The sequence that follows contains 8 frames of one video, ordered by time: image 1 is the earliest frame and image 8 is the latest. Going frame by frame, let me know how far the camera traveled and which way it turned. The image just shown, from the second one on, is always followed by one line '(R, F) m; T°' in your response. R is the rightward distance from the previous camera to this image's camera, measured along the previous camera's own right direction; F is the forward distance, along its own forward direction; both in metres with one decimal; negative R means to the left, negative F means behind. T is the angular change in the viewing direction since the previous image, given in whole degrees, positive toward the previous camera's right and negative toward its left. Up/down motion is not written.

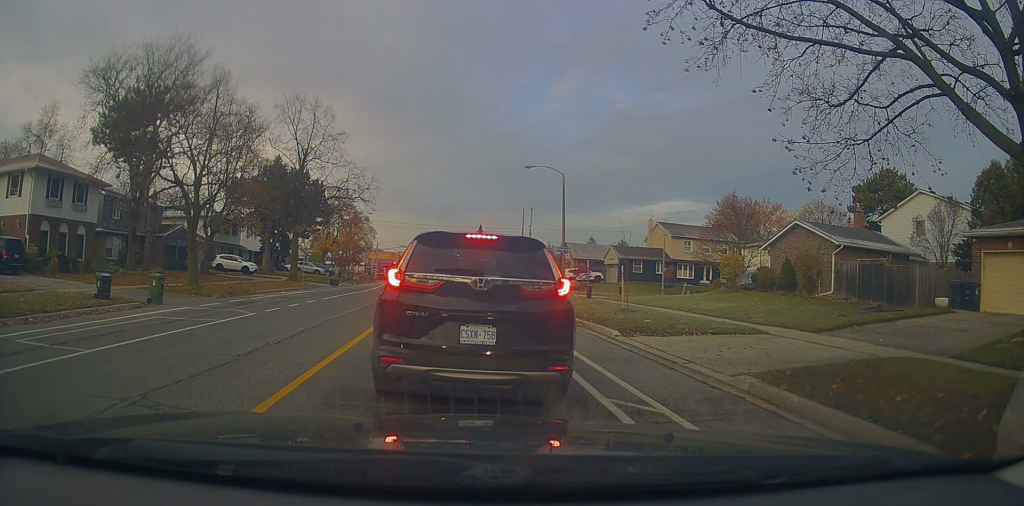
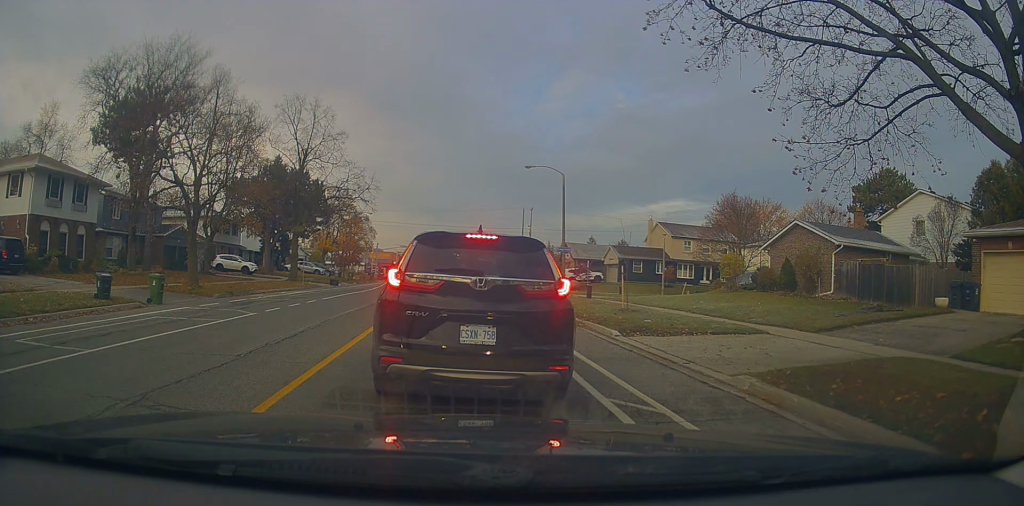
(0.0, 0.0) m; 0°
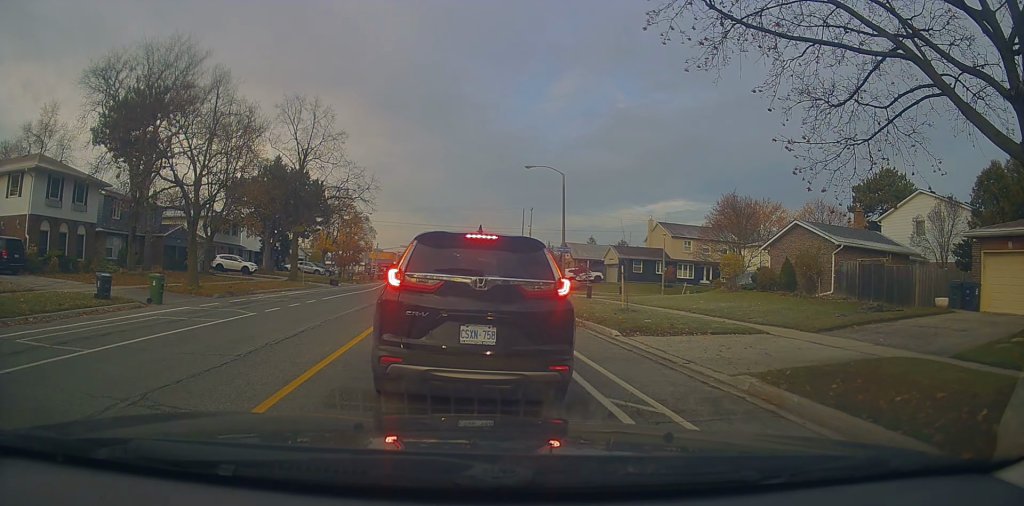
(0.0, 0.0) m; 0°
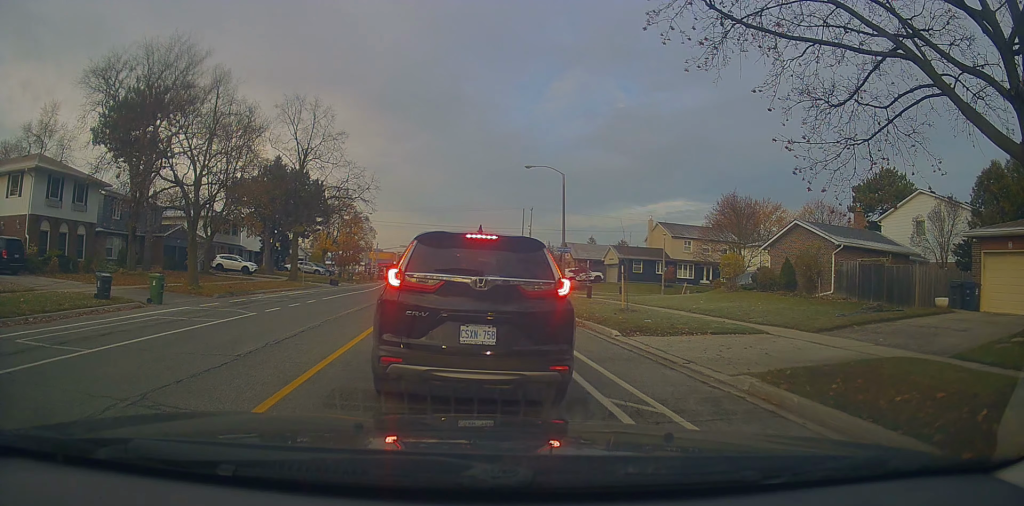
(0.0, 0.0) m; 0°
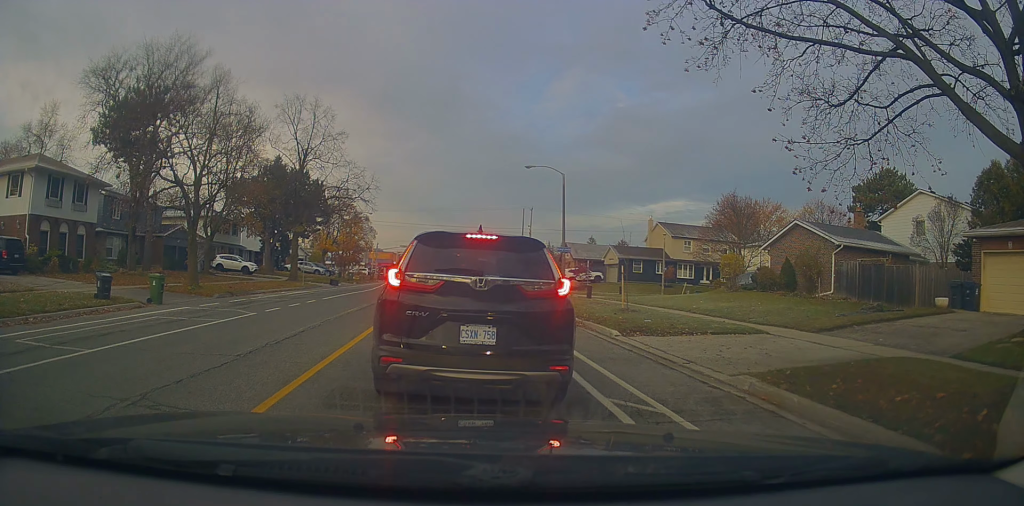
(0.0, 0.0) m; 0°
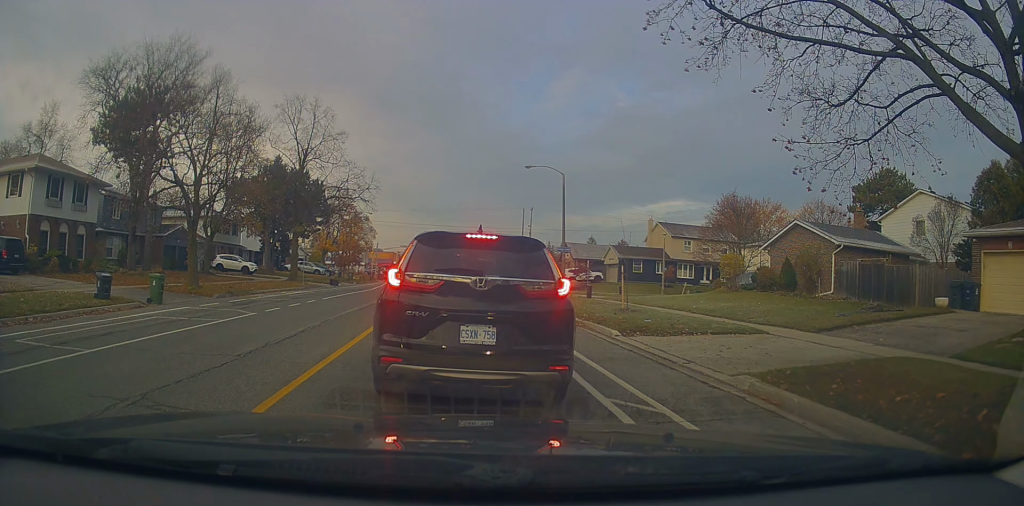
(0.0, 0.0) m; 0°
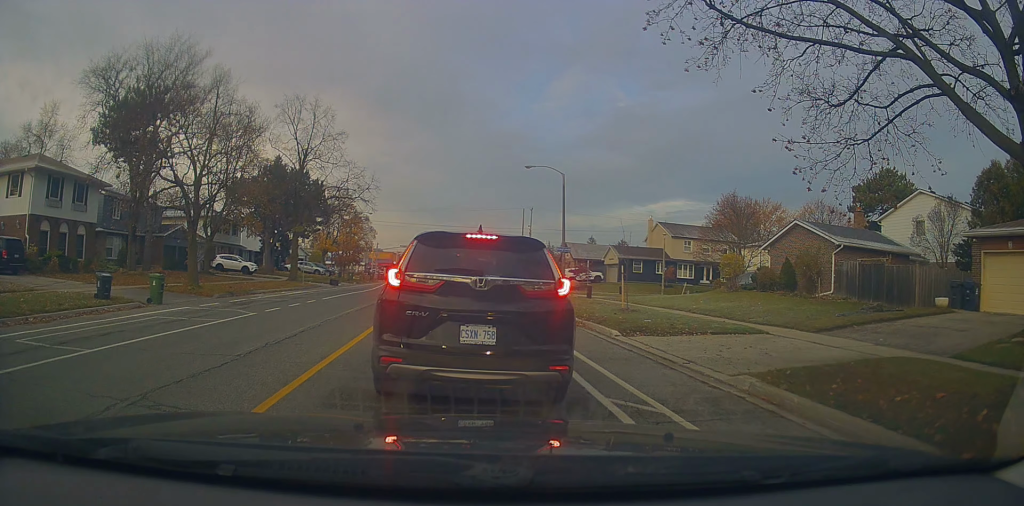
(0.0, 0.0) m; 0°
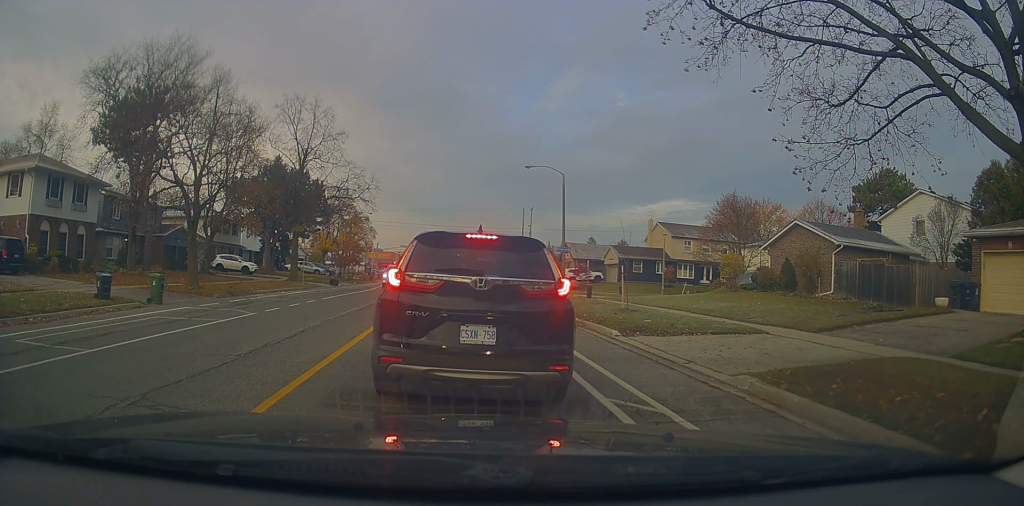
(0.0, 0.0) m; 0°
